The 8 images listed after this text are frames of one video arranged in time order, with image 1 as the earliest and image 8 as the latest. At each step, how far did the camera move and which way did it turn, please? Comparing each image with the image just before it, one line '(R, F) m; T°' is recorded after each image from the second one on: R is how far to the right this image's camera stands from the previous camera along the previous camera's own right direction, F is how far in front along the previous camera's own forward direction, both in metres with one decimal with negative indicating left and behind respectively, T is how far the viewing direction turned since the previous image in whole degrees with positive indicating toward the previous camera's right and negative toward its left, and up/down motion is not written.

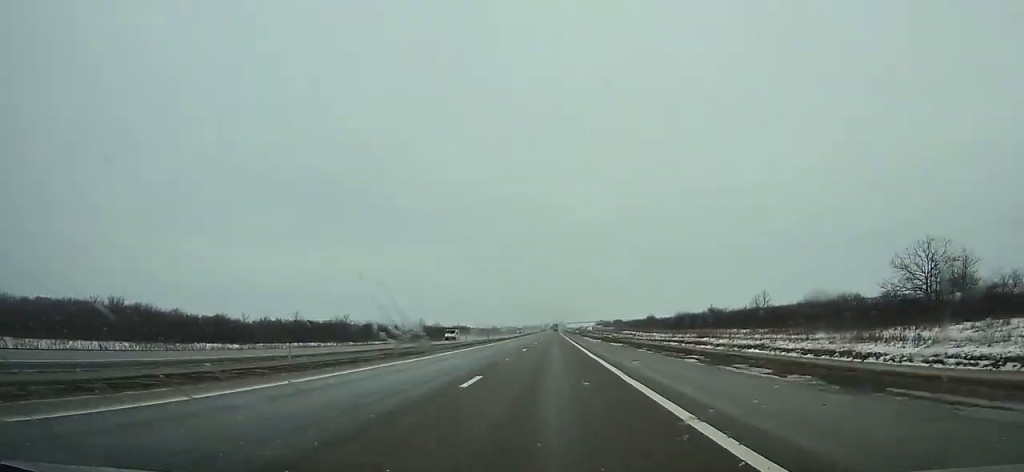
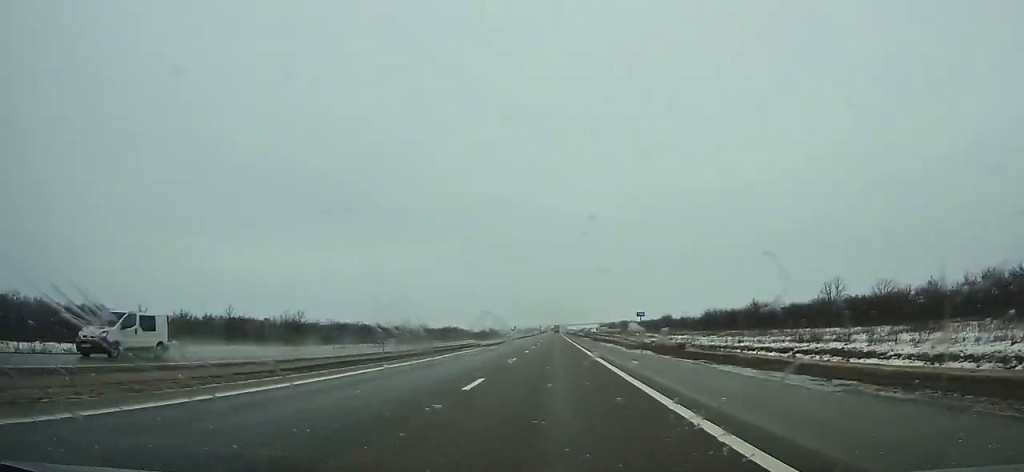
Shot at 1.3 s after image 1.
(0.0, +35.9) m; 0°
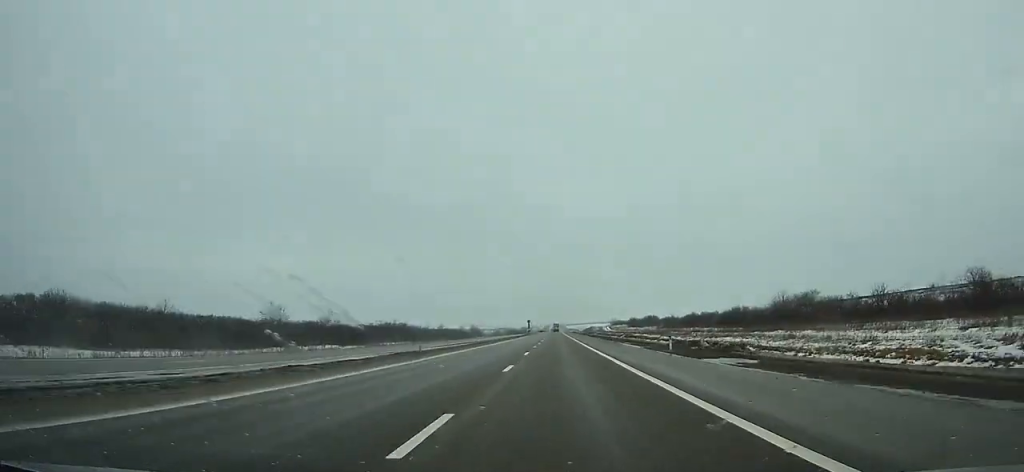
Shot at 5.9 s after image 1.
(+0.4, +126.3) m; 0°
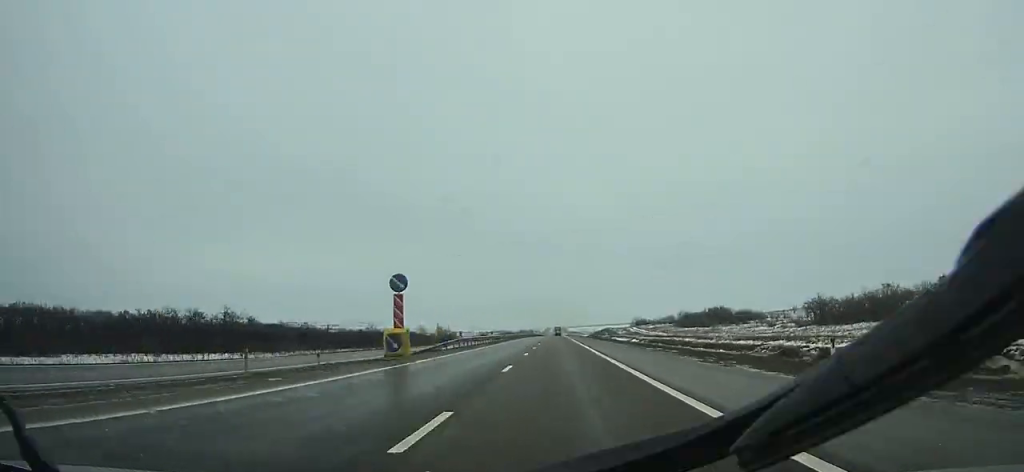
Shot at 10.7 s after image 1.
(-0.1, +132.2) m; 0°
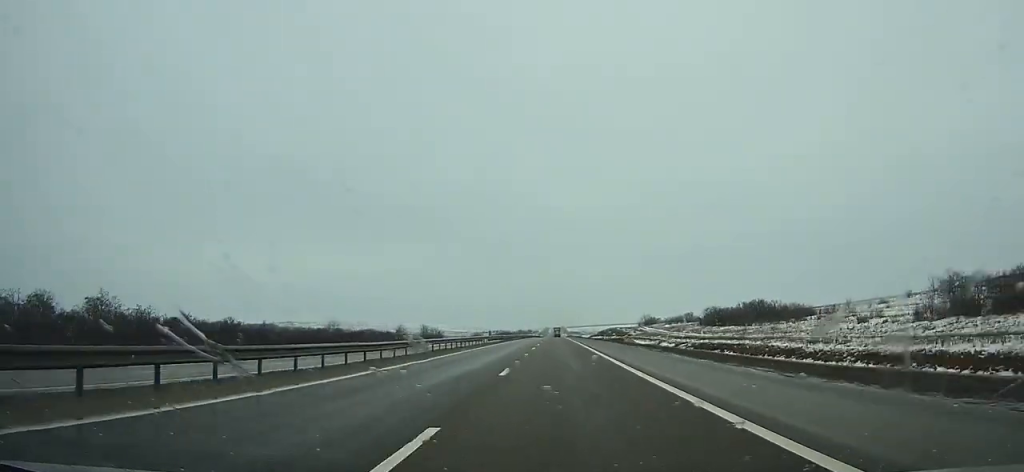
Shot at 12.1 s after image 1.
(+0.1, +38.3) m; 0°
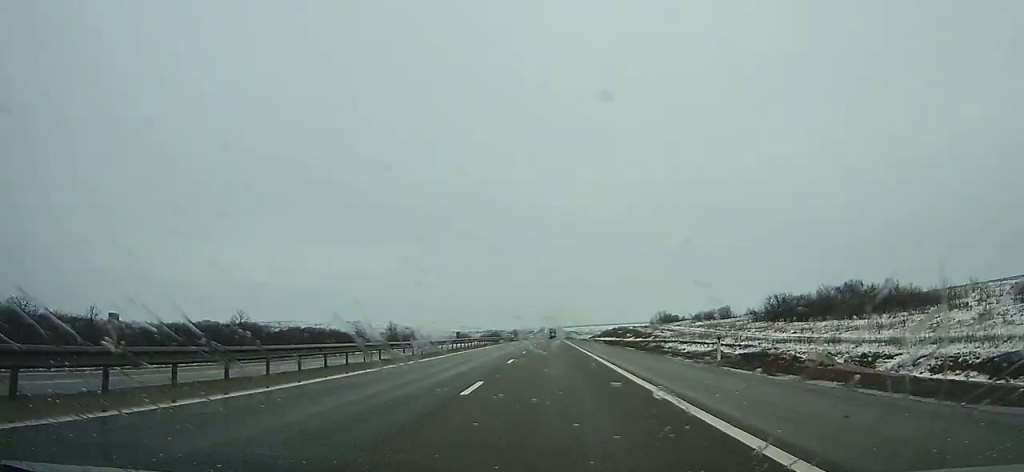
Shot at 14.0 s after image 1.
(+0.1, +51.9) m; 0°
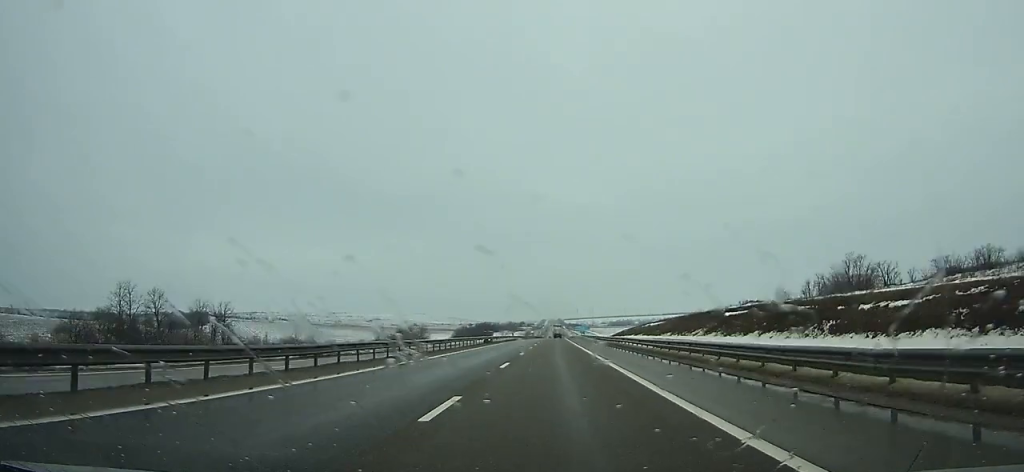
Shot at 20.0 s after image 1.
(+0.7, +159.3) m; +1°
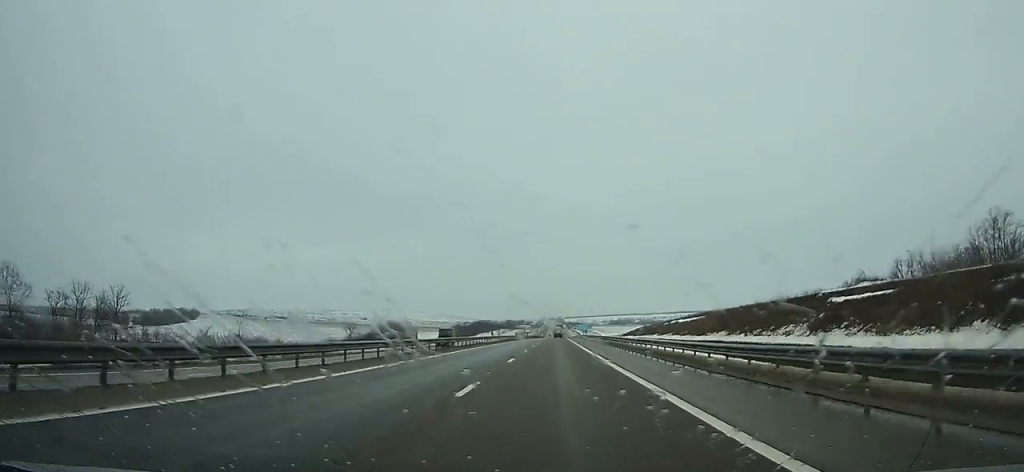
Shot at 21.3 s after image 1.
(0.0, +33.5) m; 0°
